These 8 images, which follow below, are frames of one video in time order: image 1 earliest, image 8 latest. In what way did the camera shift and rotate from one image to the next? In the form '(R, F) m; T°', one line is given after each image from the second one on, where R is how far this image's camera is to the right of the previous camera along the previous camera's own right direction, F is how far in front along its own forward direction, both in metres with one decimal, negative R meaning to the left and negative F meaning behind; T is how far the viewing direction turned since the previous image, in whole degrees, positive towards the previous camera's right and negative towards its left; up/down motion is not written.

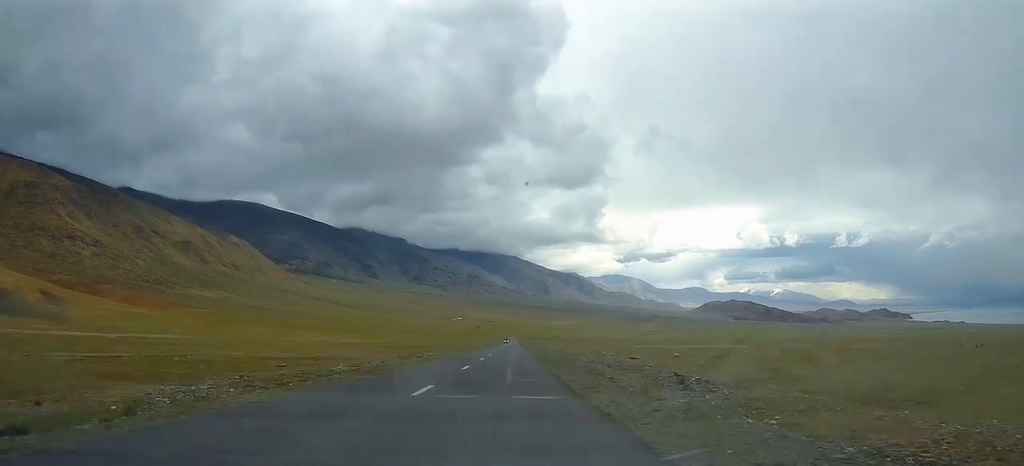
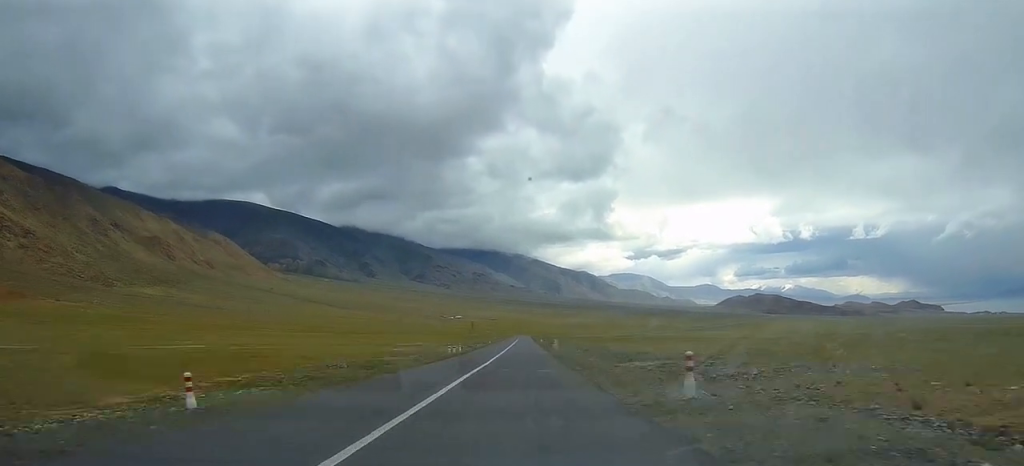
(-1.7, +292.6) m; +1°
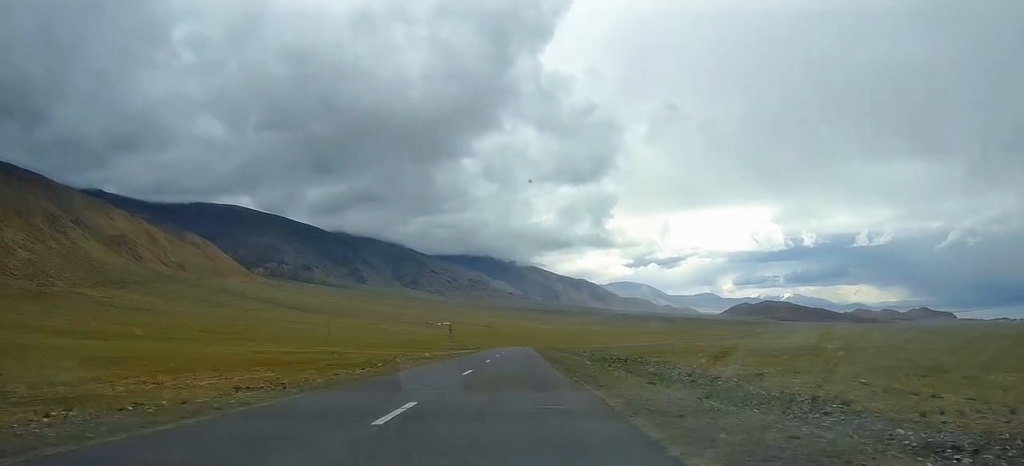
(-1.2, +187.9) m; +3°
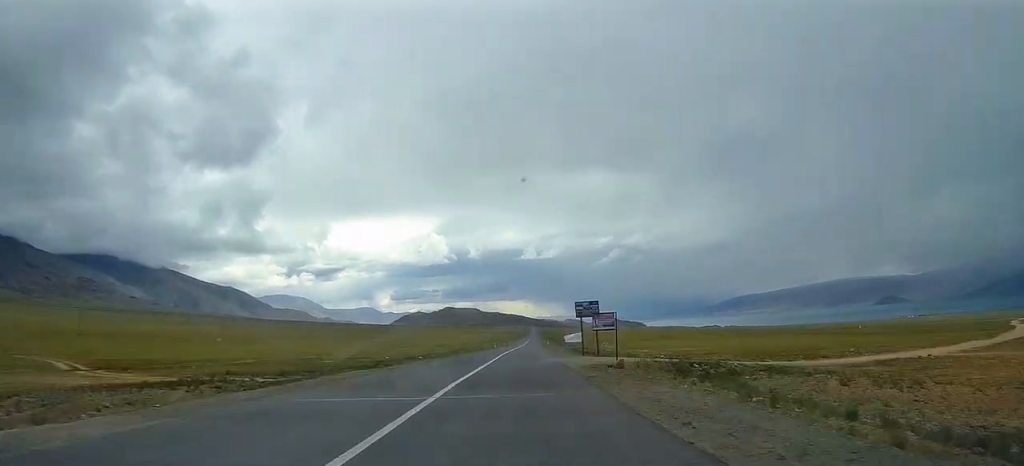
(+140.0, +588.1) m; +25°
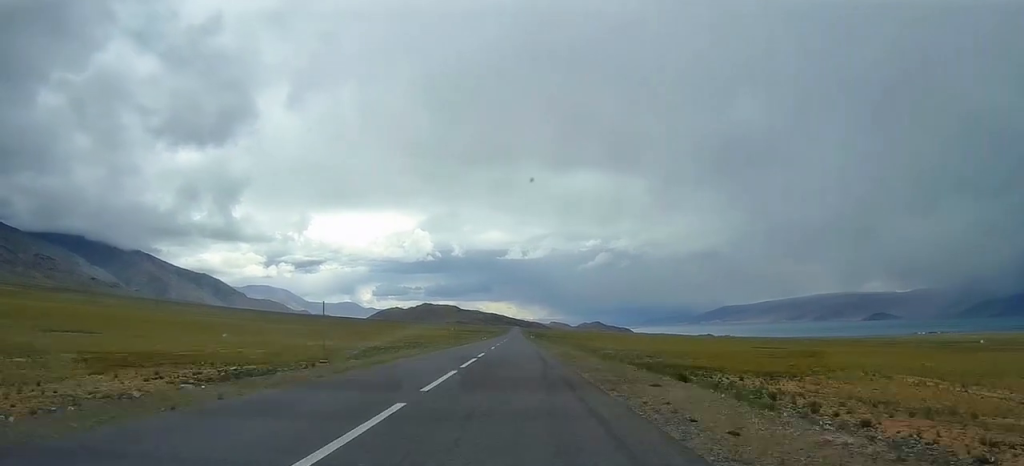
(+5.4, +139.8) m; +3°
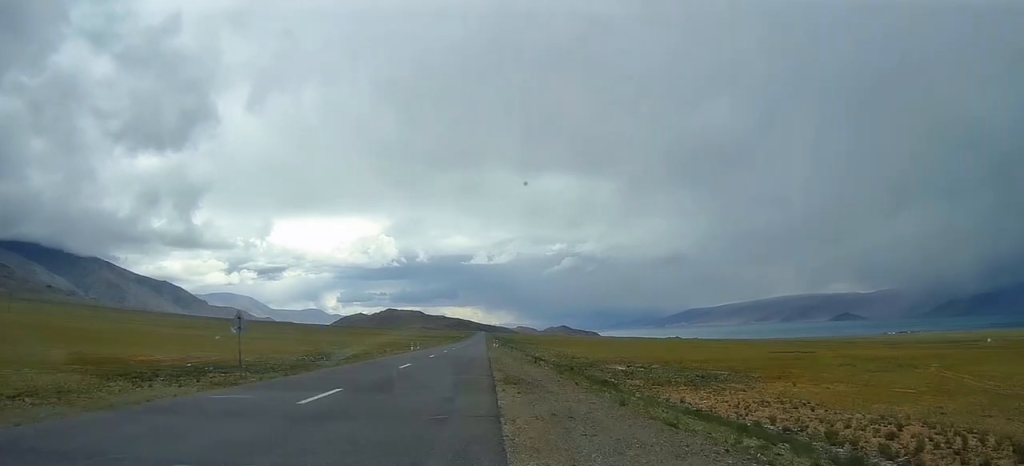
(+1.0, +78.7) m; +1°
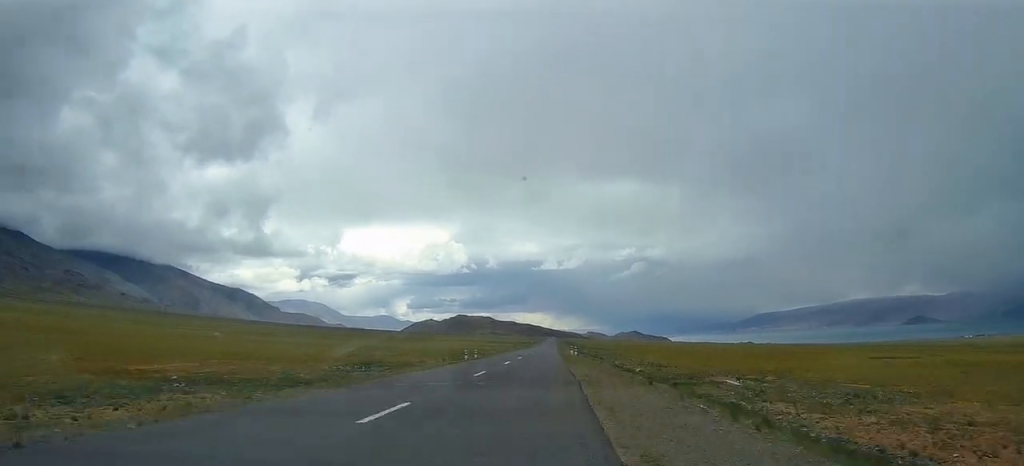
(0.0, +74.8) m; 0°
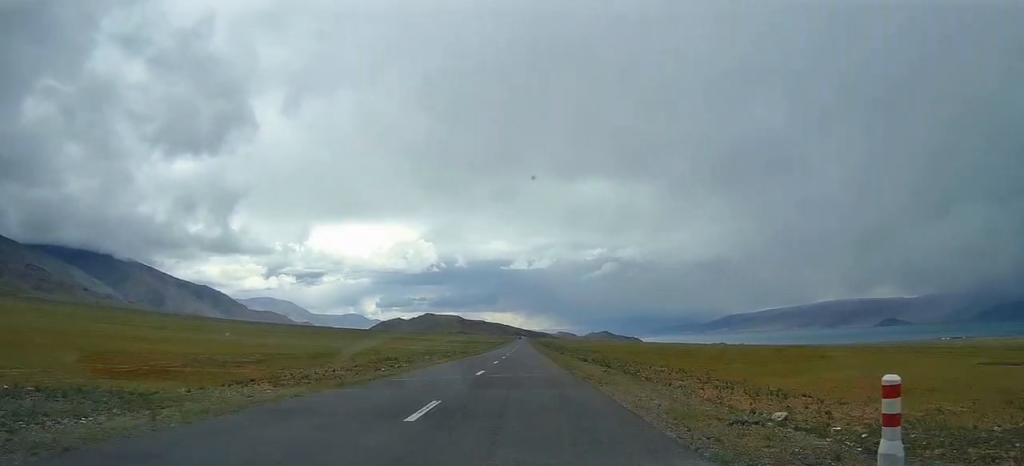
(0.0, +86.8) m; 0°
